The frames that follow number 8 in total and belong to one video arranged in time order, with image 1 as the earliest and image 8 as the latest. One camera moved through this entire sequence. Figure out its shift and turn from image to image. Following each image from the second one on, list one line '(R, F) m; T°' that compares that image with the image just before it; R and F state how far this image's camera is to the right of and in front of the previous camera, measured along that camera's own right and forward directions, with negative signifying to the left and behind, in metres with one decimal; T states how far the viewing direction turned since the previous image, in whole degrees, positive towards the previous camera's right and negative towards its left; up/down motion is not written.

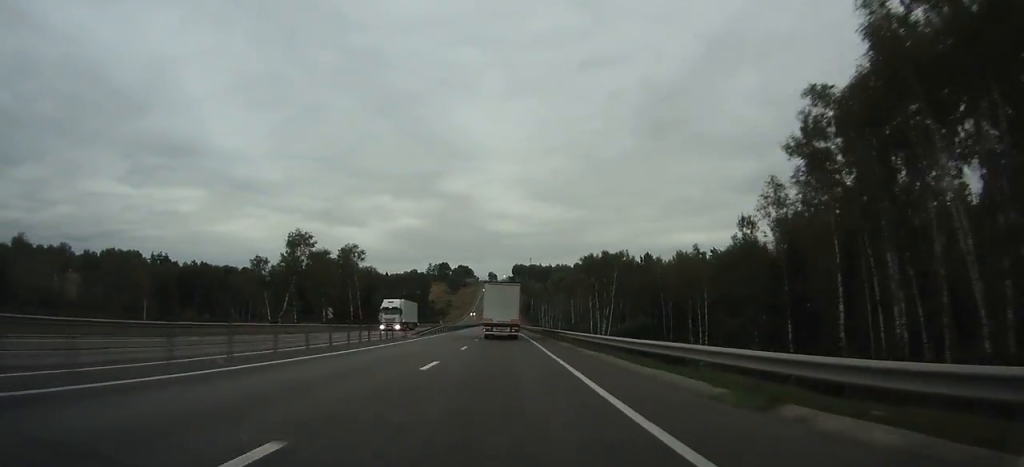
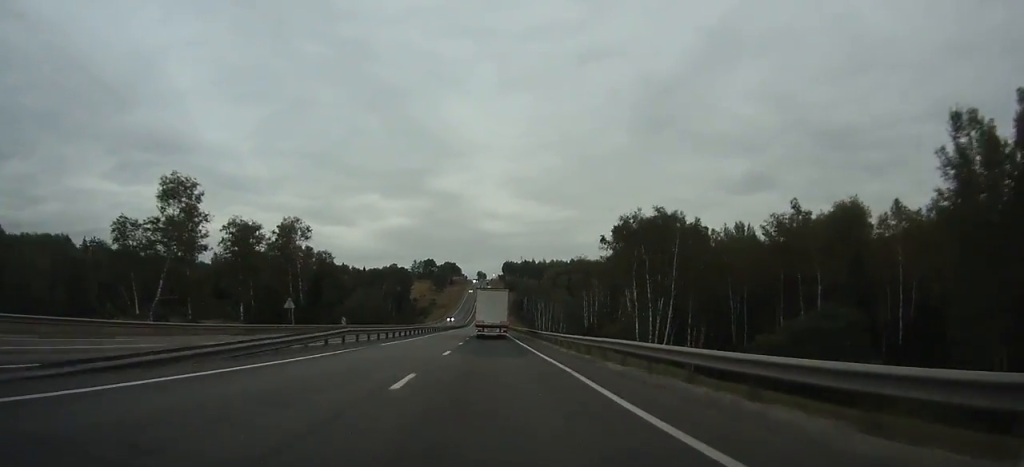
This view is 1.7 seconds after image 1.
(+0.1, +39.3) m; 0°
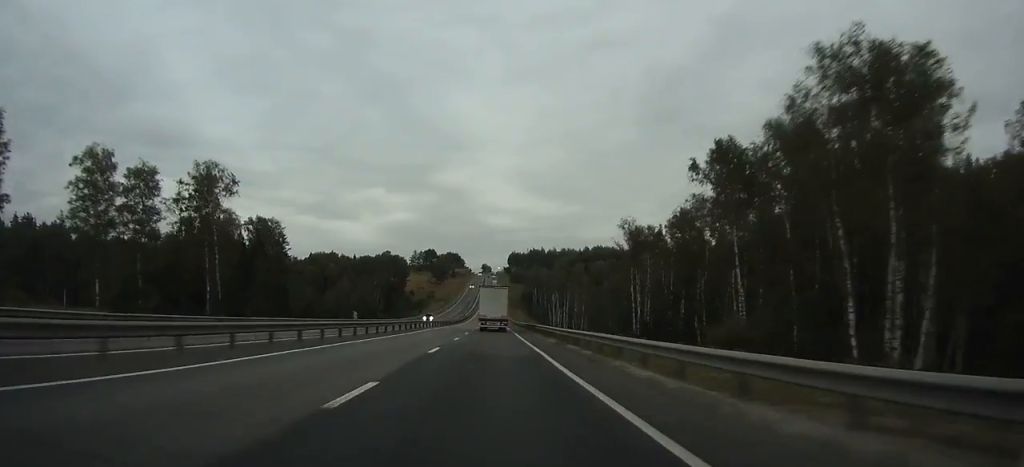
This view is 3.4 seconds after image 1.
(+0.1, +38.5) m; 0°
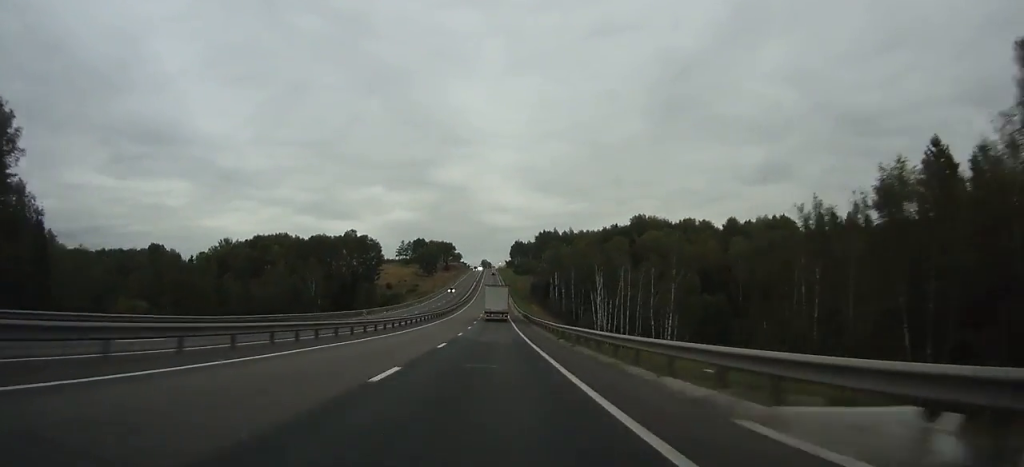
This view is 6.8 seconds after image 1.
(0.0, +80.5) m; 0°
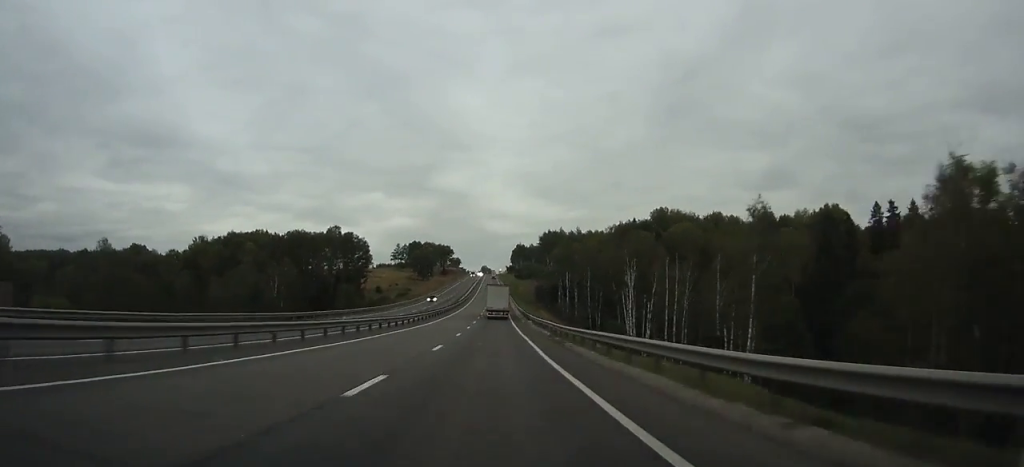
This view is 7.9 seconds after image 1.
(0.0, +25.7) m; 0°
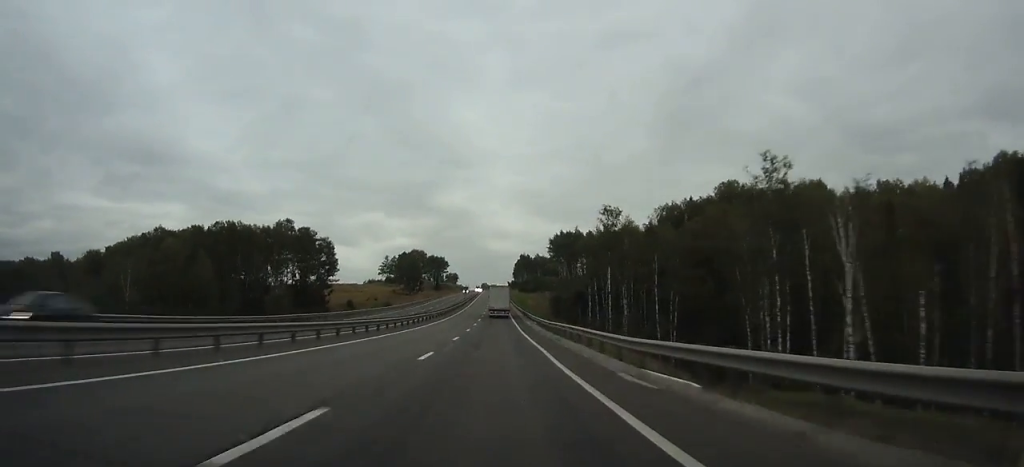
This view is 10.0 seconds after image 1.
(+0.2, +52.0) m; 0°
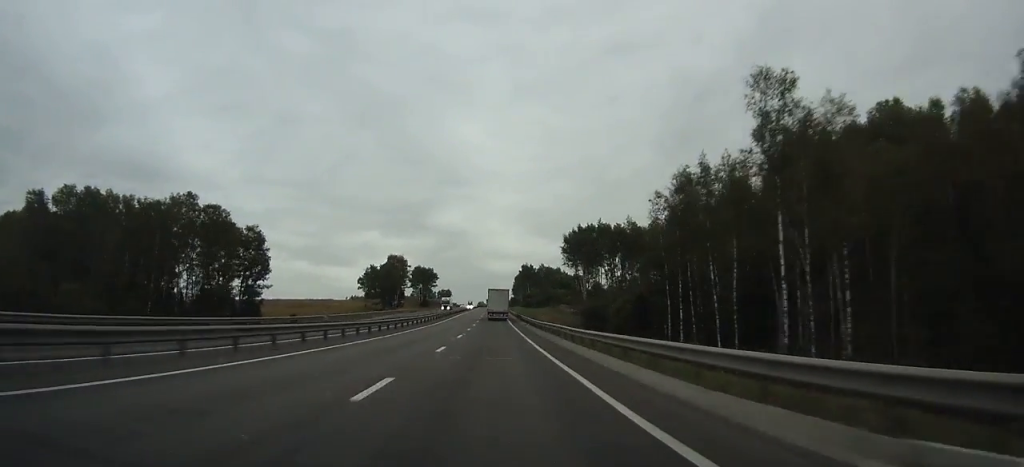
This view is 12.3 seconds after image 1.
(+0.1, +55.6) m; 0°
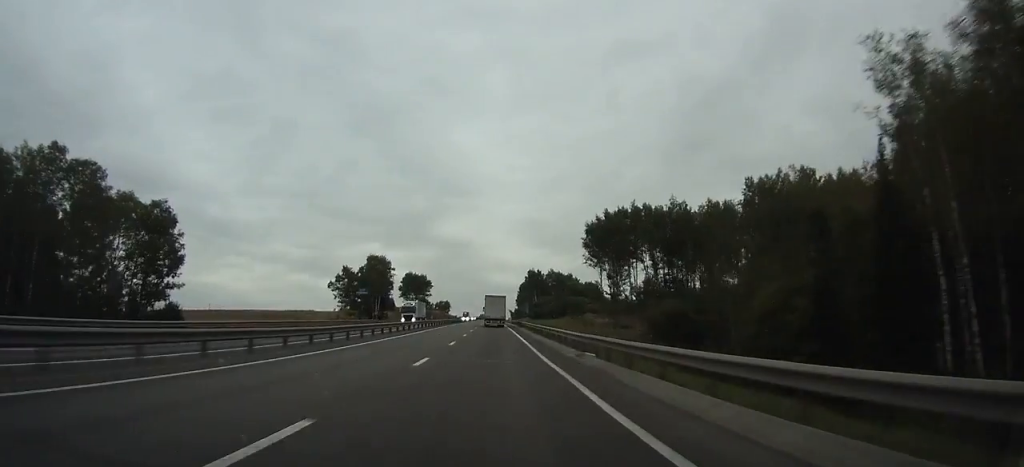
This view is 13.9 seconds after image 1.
(0.0, +40.7) m; 0°
